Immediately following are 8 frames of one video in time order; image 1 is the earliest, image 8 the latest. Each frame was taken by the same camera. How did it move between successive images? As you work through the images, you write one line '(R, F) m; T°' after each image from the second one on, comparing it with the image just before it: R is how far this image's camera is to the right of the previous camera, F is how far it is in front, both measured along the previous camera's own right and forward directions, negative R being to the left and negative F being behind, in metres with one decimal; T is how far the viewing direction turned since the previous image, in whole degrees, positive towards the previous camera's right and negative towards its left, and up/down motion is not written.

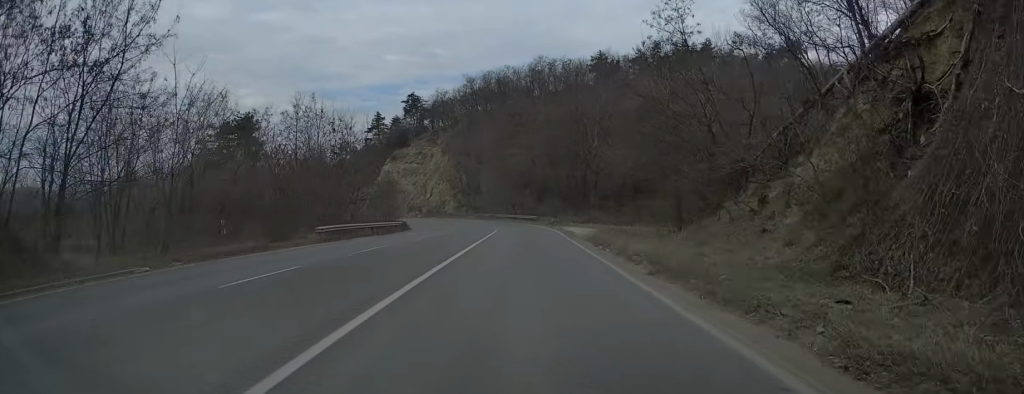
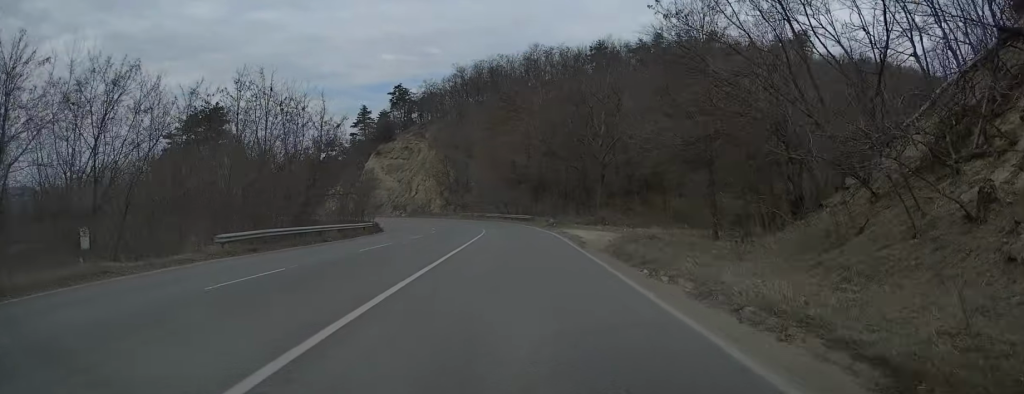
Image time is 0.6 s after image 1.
(+0.1, +9.5) m; 0°
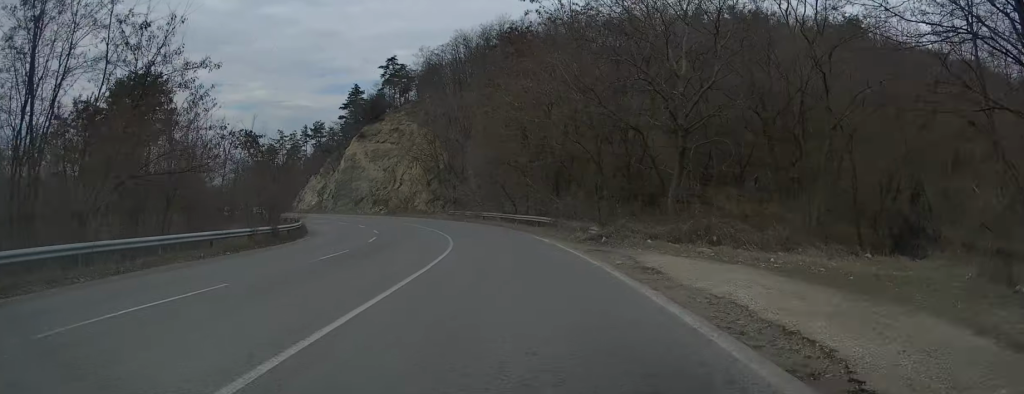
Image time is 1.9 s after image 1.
(0.0, +22.9) m; -2°
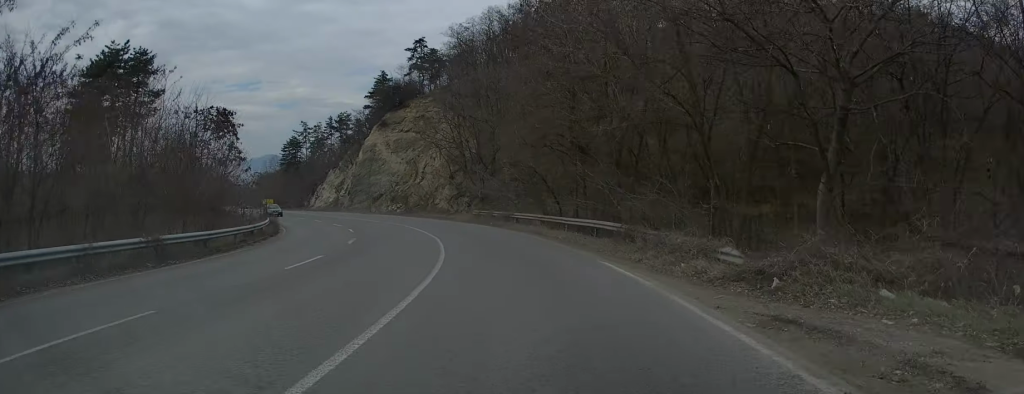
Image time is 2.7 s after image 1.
(-0.3, +12.4) m; -3°
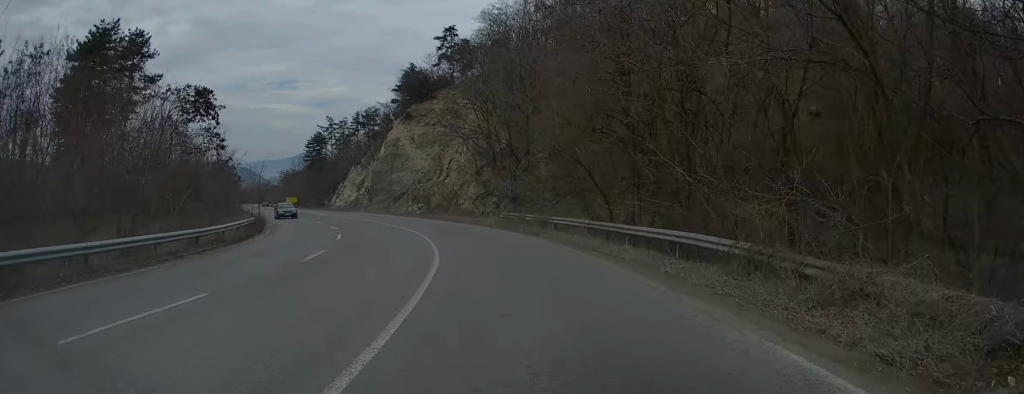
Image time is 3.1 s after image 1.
(-0.1, +7.9) m; -2°
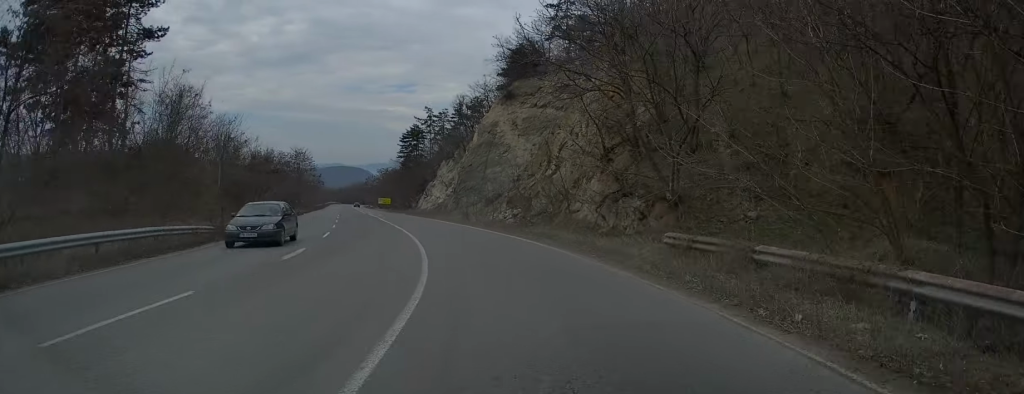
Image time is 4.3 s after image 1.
(-0.7, +19.3) m; -8°
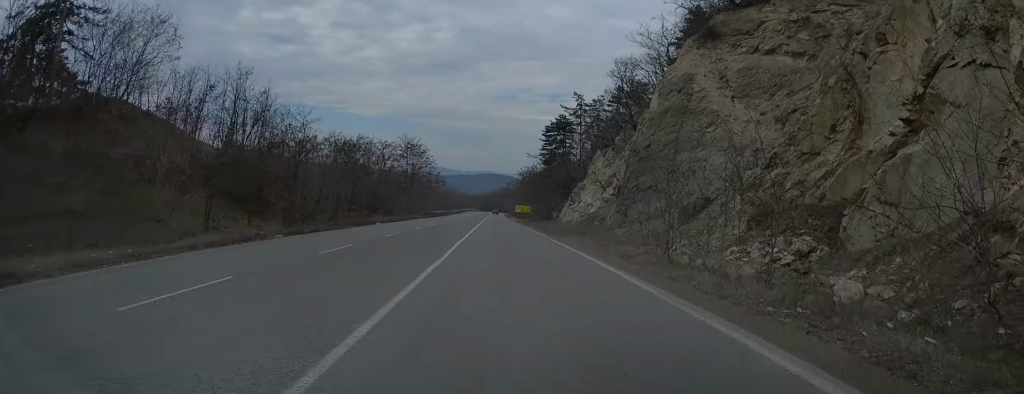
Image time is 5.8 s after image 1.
(-4.1, +25.6) m; -13°
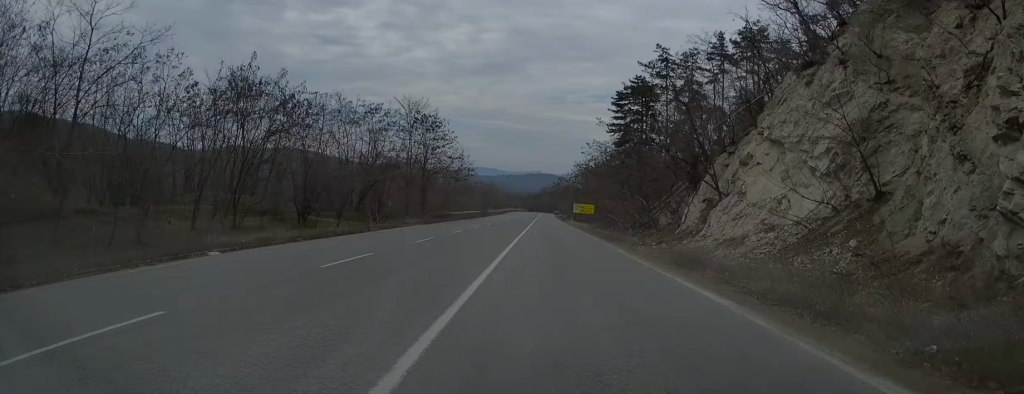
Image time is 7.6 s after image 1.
(-1.5, +30.8) m; -4°
